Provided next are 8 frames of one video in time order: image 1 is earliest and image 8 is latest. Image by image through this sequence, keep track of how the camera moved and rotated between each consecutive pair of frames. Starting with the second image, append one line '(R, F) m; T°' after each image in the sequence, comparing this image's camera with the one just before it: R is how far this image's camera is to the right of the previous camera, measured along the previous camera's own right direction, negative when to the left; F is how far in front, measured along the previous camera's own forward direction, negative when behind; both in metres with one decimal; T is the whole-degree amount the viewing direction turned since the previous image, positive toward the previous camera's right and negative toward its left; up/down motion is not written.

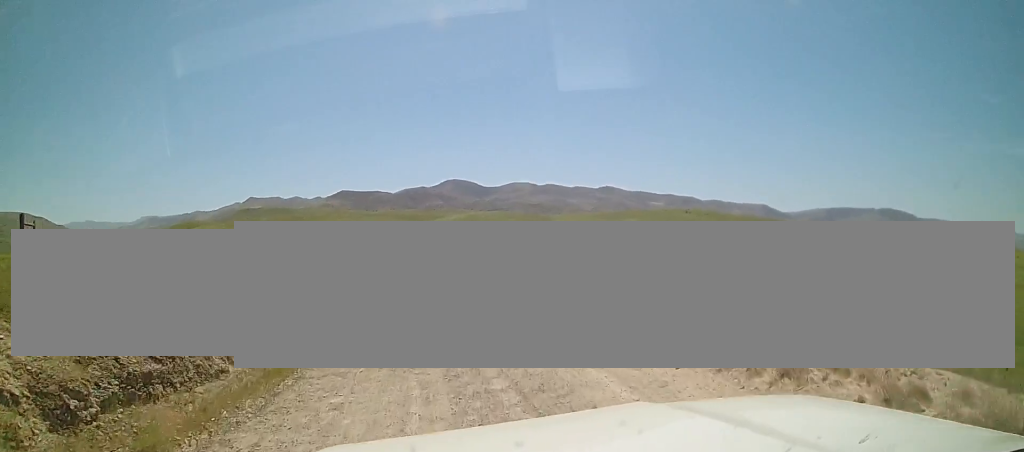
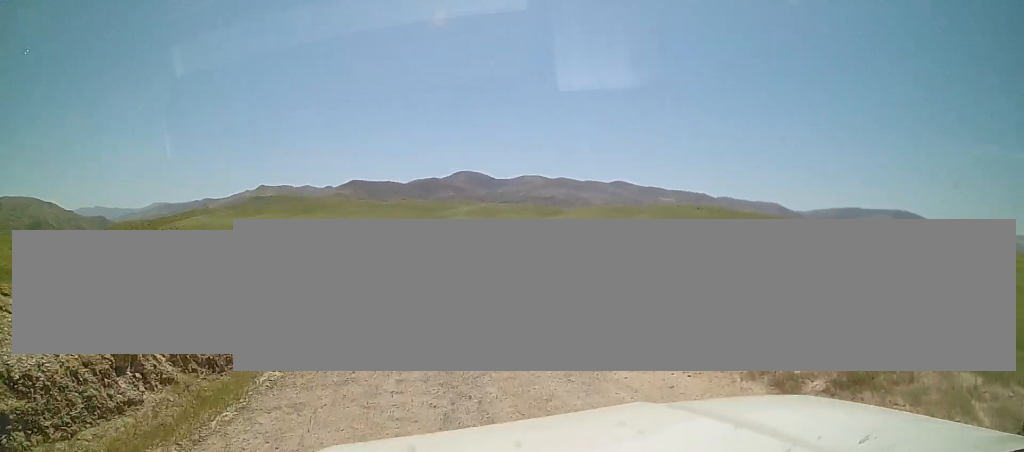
(+0.2, +3.3) m; -2°
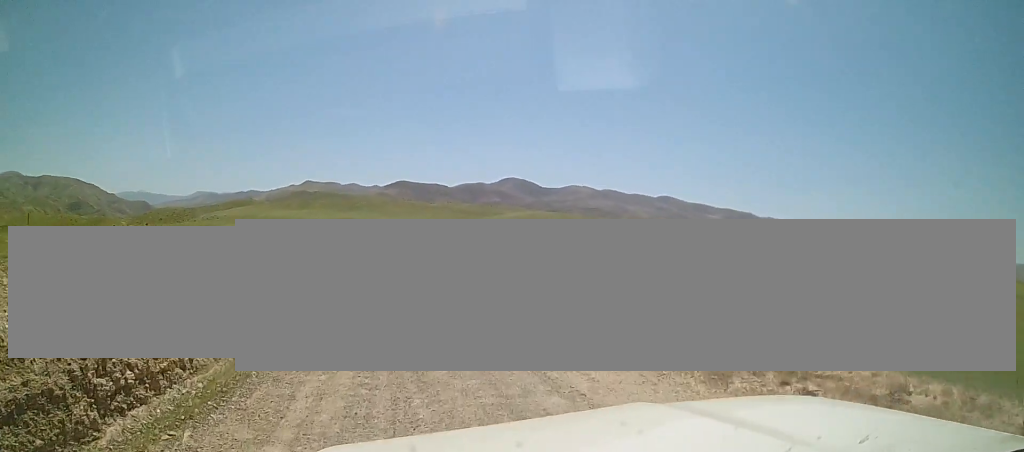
(-0.7, +6.7) m; -10°
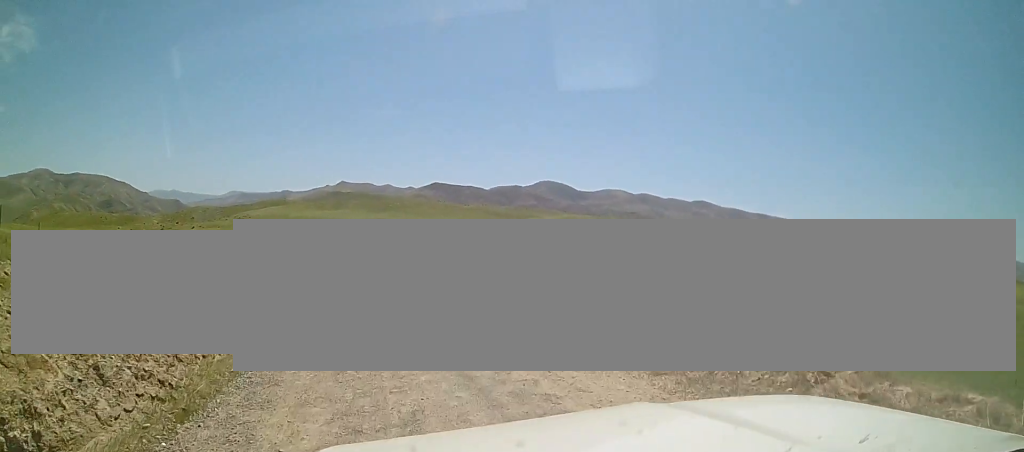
(-0.2, +4.4) m; -4°
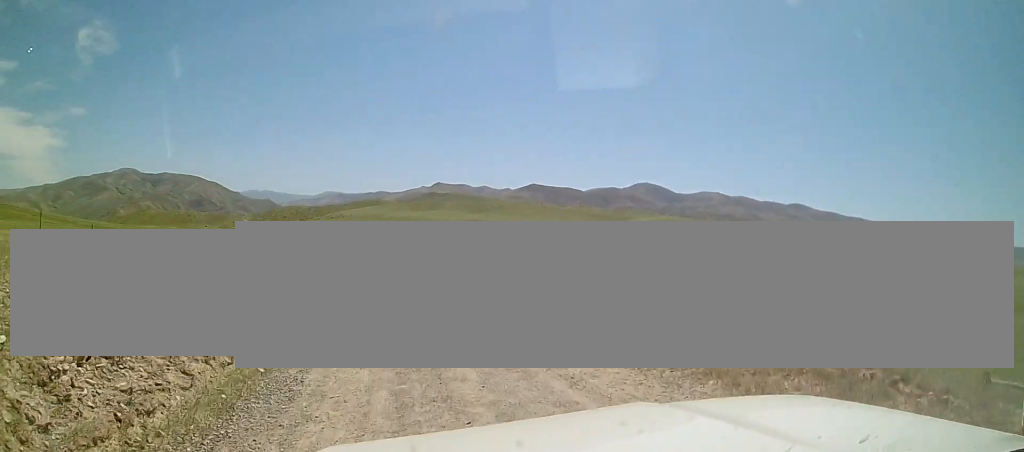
(-0.5, +6.0) m; -9°
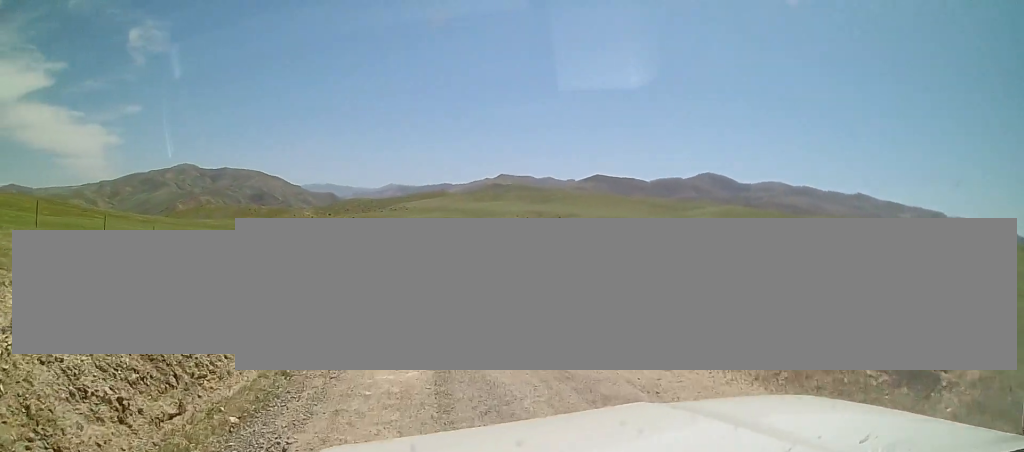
(-0.2, +3.5) m; -4°
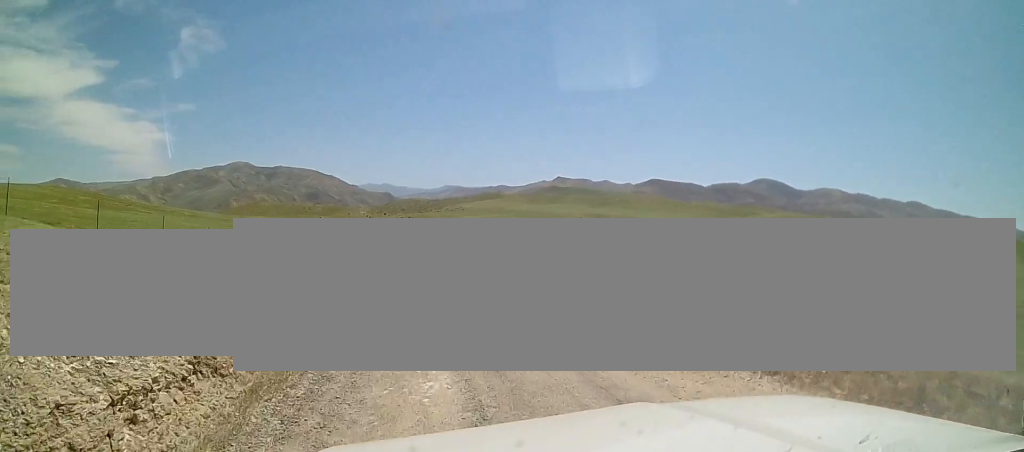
(0.0, +4.1) m; -4°
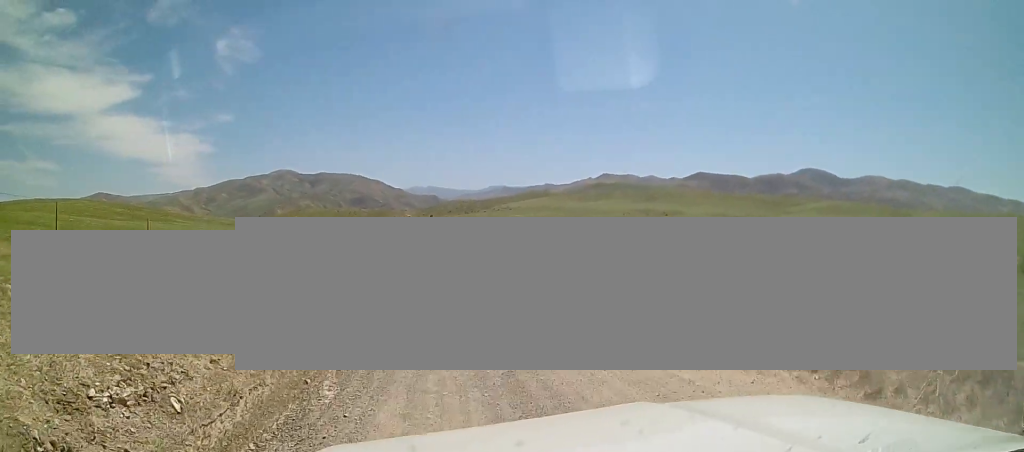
(-0.3, +4.8) m; -6°
